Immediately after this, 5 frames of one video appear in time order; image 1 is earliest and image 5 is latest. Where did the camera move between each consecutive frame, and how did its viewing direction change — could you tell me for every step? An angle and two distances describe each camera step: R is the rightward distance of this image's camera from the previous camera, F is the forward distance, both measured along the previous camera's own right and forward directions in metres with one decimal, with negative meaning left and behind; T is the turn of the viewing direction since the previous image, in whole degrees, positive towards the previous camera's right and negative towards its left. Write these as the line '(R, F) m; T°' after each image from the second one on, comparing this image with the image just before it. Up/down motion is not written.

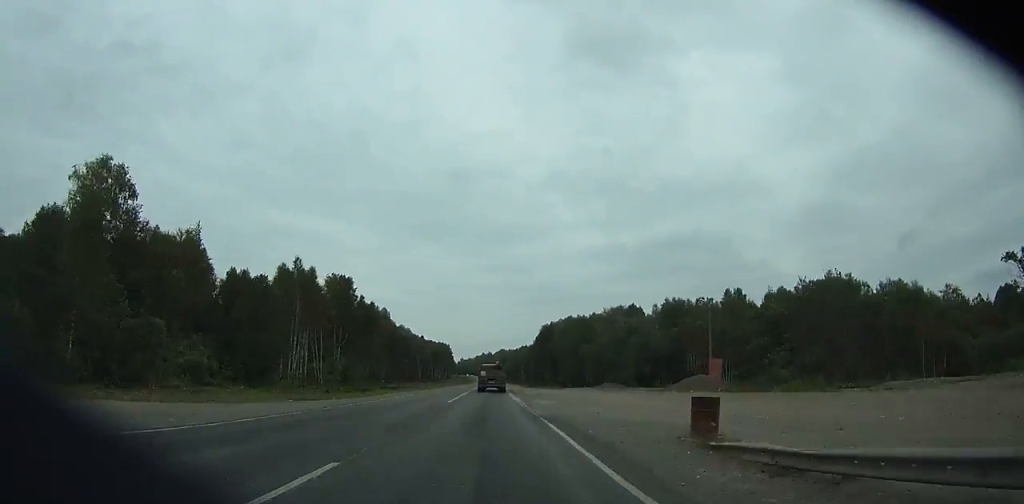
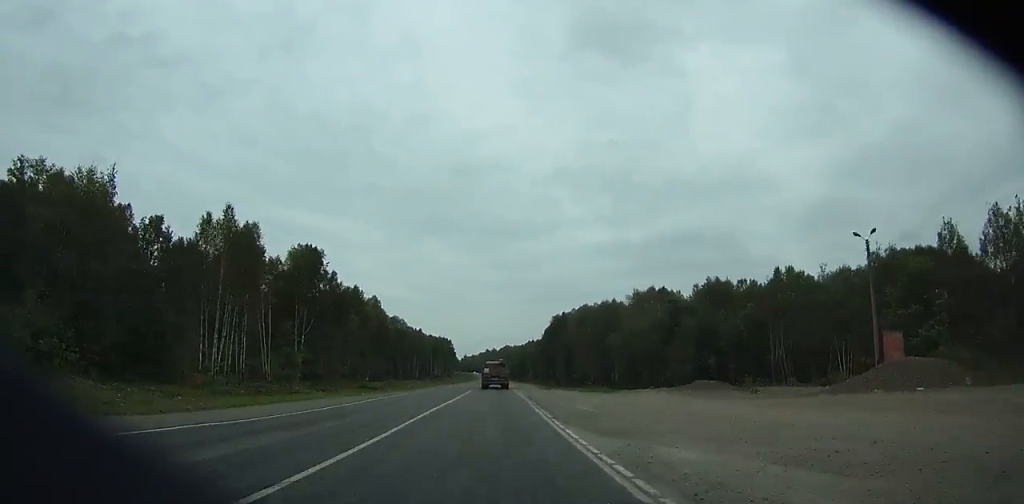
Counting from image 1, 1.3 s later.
(+0.1, +26.6) m; 0°
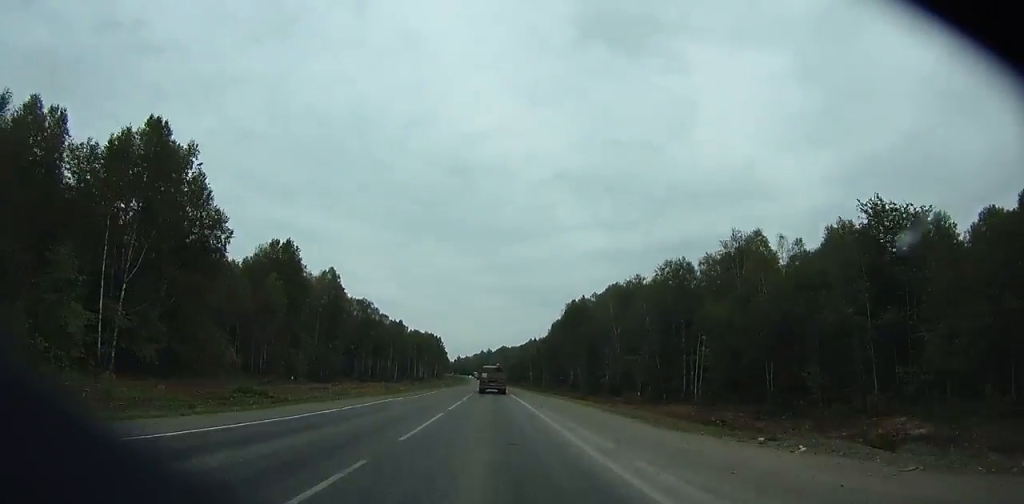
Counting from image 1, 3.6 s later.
(-0.3, +48.1) m; 0°
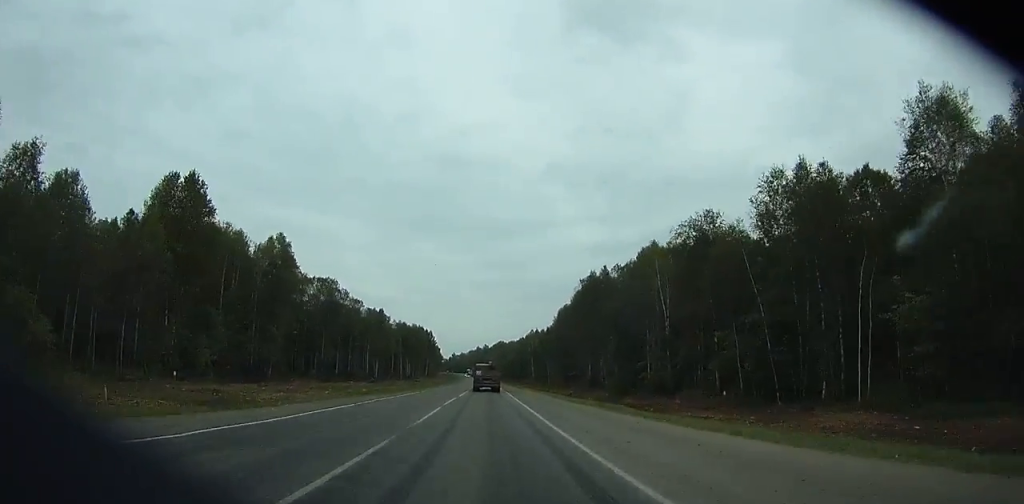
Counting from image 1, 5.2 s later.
(0.0, +34.0) m; 0°
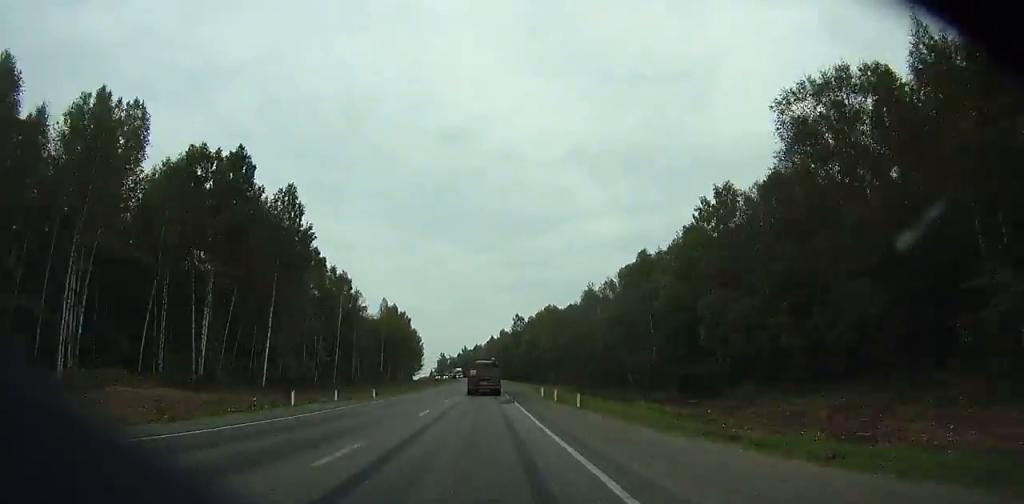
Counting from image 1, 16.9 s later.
(-3.4, +256.3) m; -2°
